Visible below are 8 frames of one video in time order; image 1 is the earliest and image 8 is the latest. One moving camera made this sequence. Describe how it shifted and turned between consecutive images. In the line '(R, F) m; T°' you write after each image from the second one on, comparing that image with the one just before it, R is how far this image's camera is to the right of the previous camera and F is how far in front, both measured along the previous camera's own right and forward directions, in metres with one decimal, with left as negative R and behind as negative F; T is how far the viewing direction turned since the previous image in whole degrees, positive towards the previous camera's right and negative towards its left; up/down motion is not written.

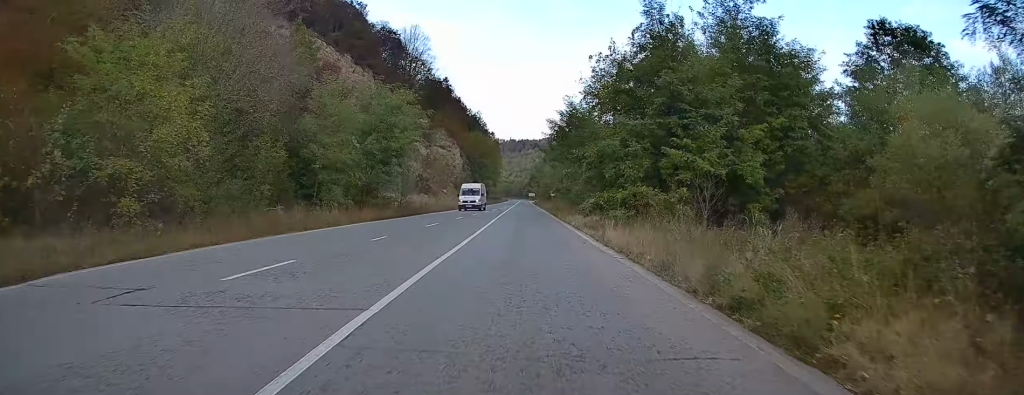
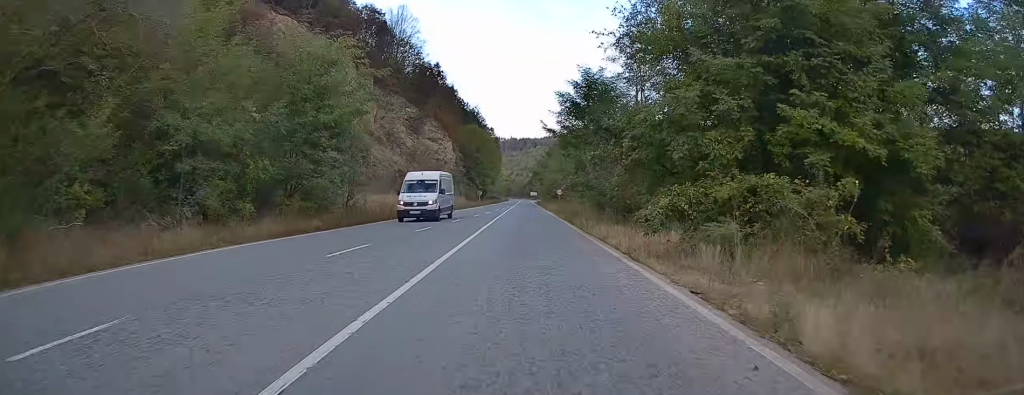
(0.0, +14.1) m; 0°
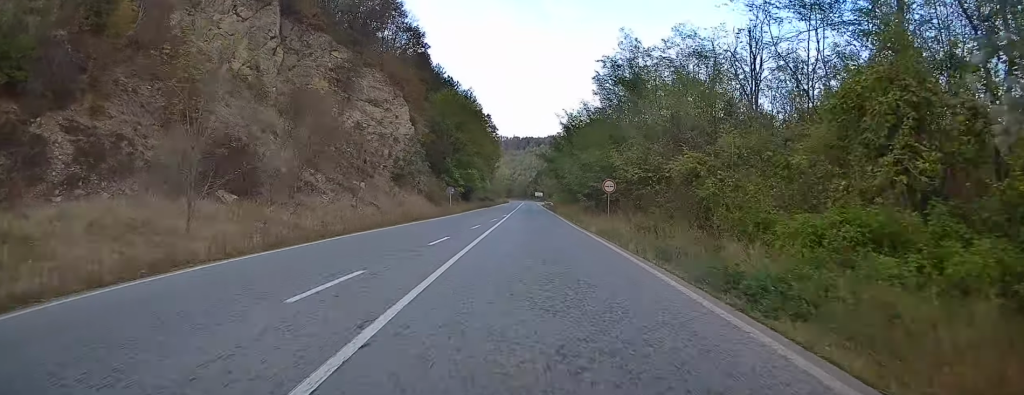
(0.0, +41.7) m; 0°
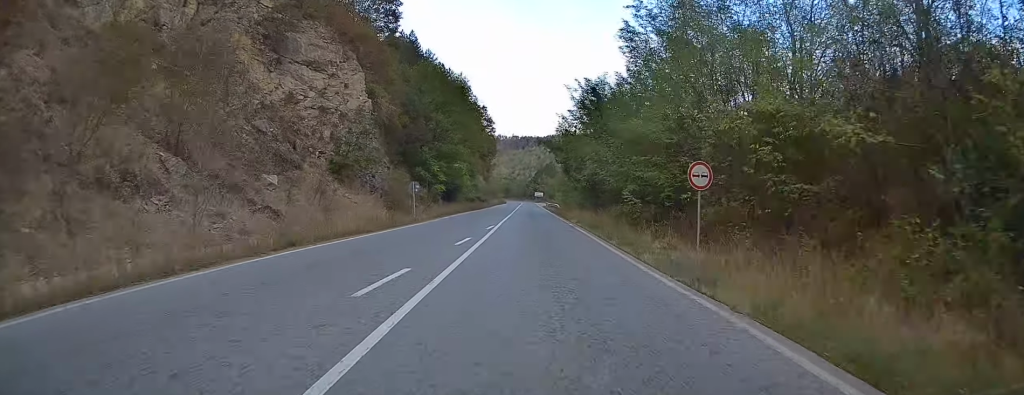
(-0.1, +17.7) m; 0°
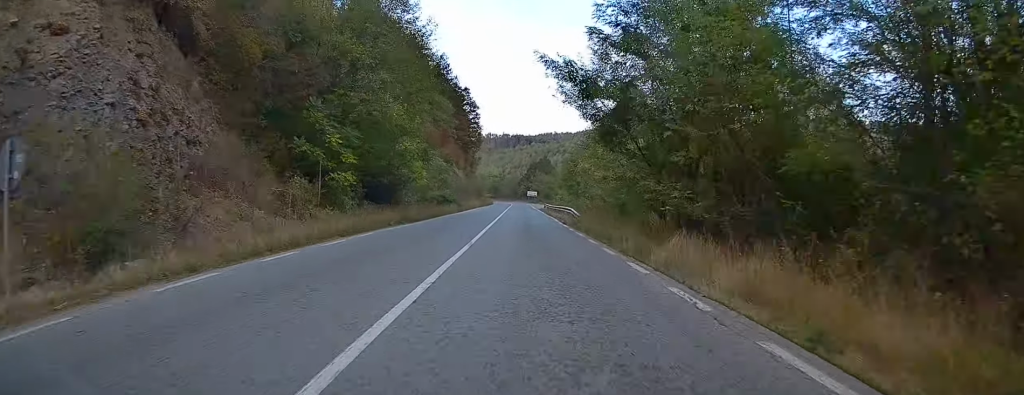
(+0.2, +30.1) m; +1°
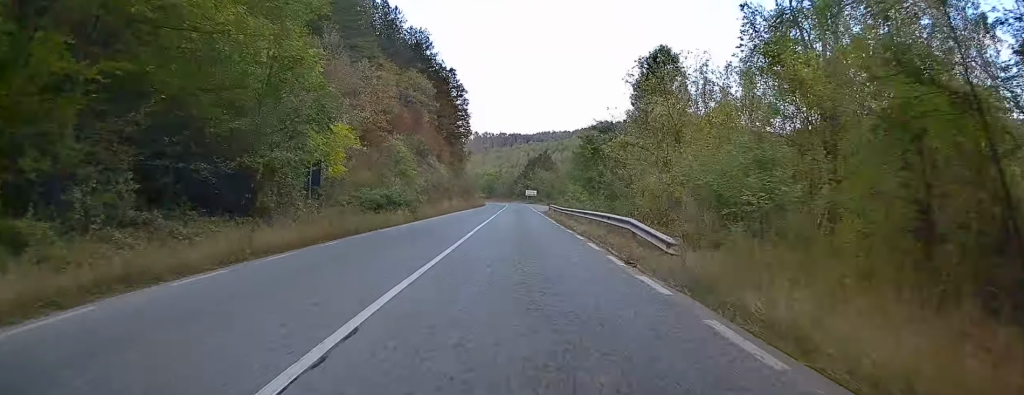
(0.0, +22.6) m; 0°
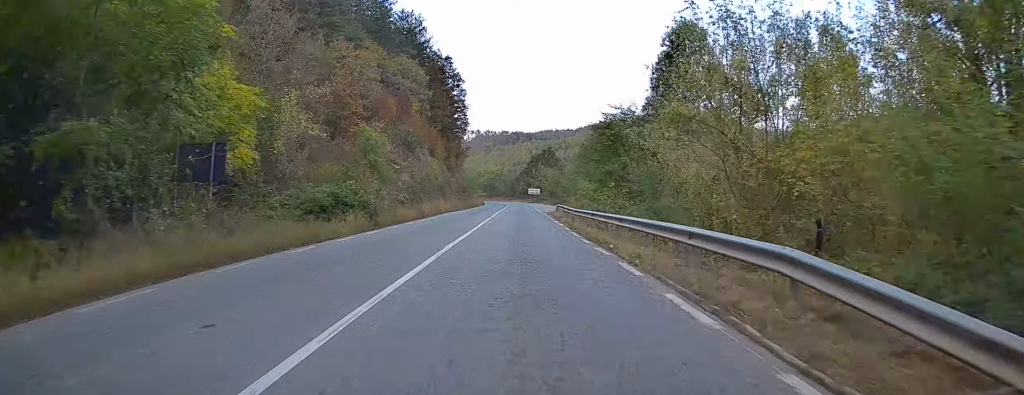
(0.0, +10.1) m; 0°
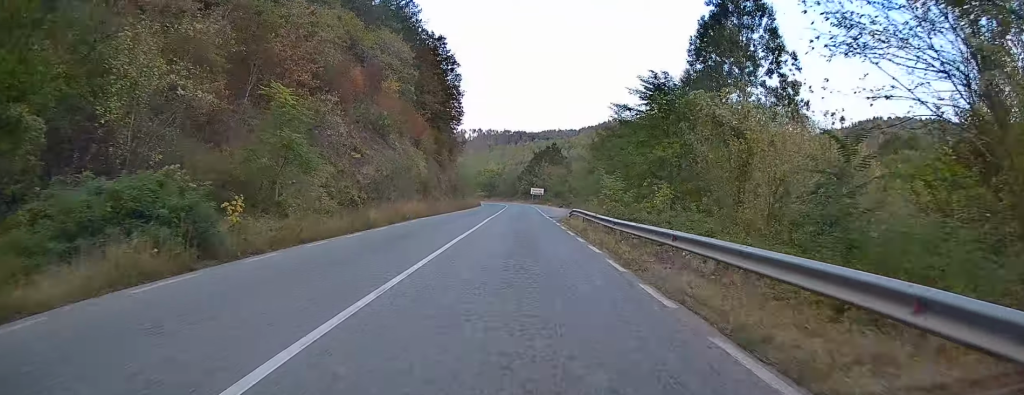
(0.0, +14.2) m; 0°
